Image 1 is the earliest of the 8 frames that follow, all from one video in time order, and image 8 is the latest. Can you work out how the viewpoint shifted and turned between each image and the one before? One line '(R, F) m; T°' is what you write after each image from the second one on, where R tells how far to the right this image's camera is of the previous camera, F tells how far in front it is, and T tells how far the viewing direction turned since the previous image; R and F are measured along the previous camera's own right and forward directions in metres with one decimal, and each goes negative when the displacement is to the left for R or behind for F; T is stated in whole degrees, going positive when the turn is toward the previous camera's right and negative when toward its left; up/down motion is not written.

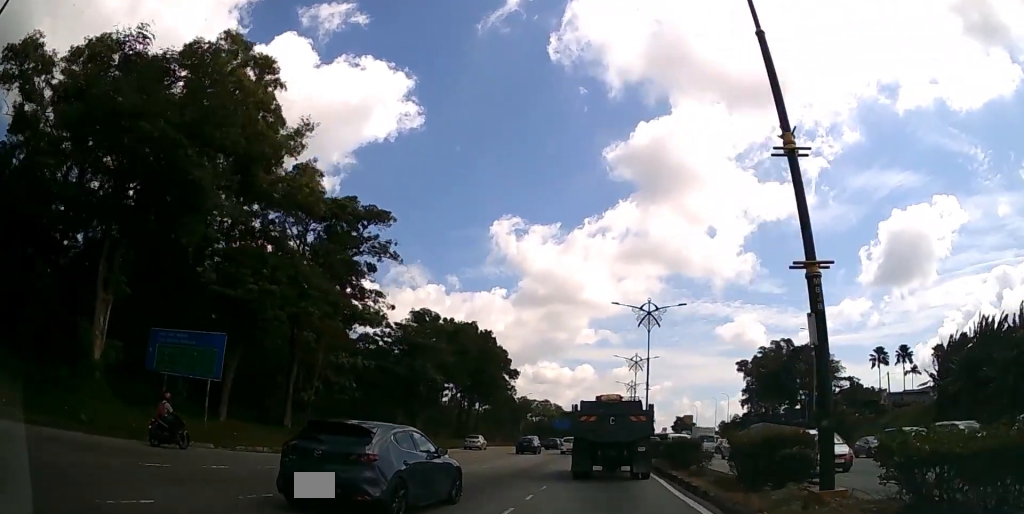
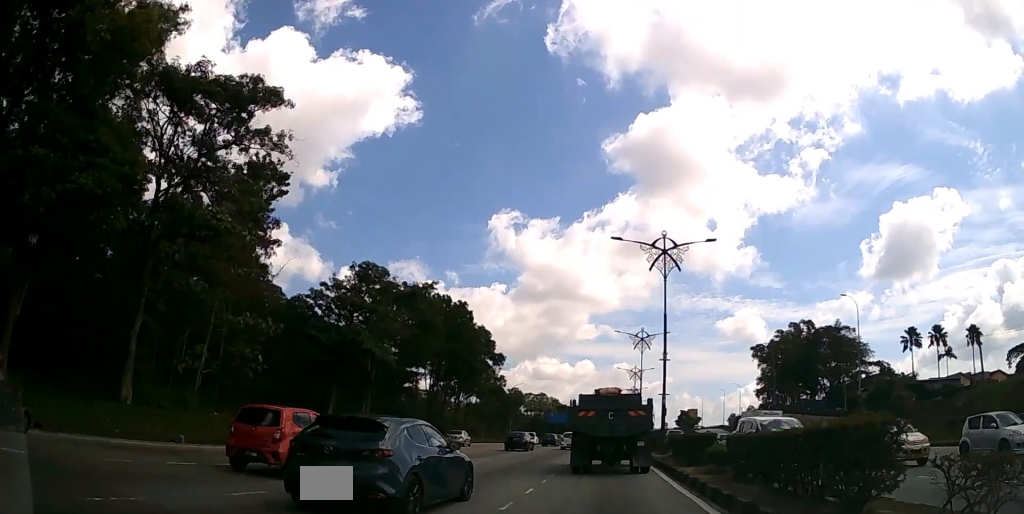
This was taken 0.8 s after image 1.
(+0.1, +13.9) m; 0°
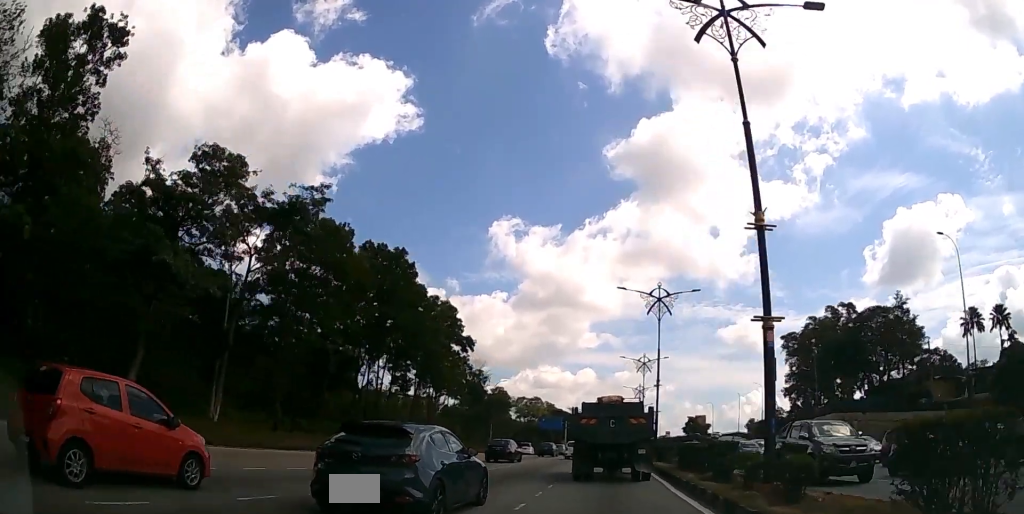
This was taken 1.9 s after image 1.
(0.0, +20.4) m; 0°
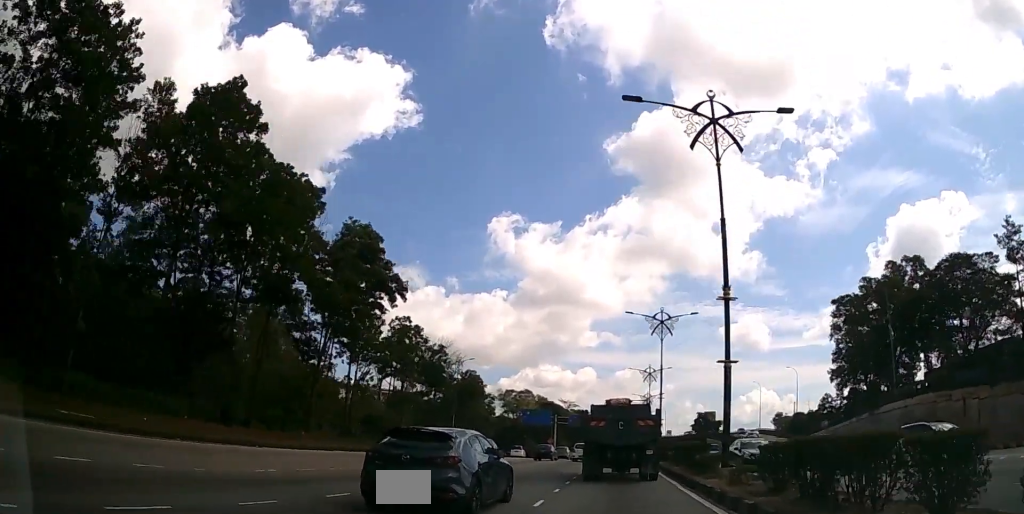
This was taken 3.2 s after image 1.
(0.0, +24.0) m; 0°
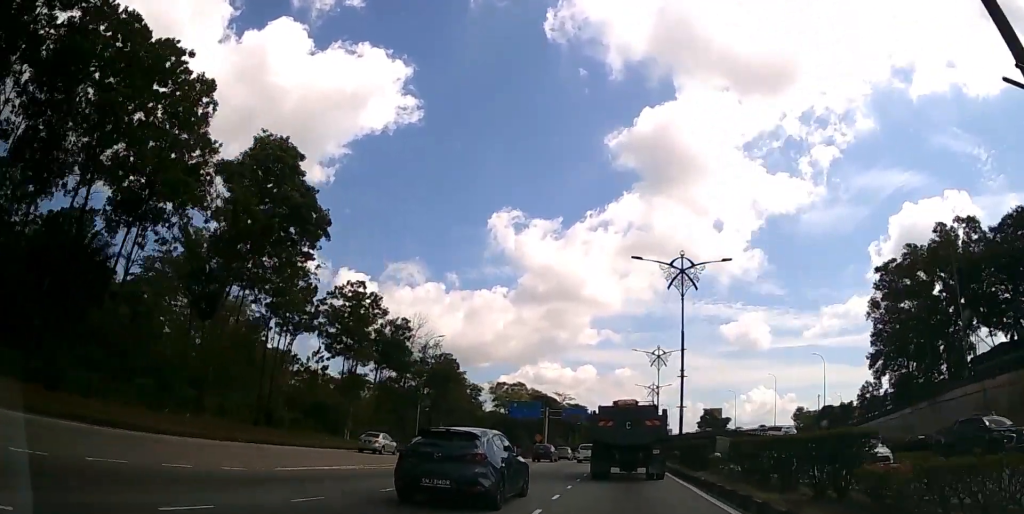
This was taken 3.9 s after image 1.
(0.0, +14.0) m; 0°
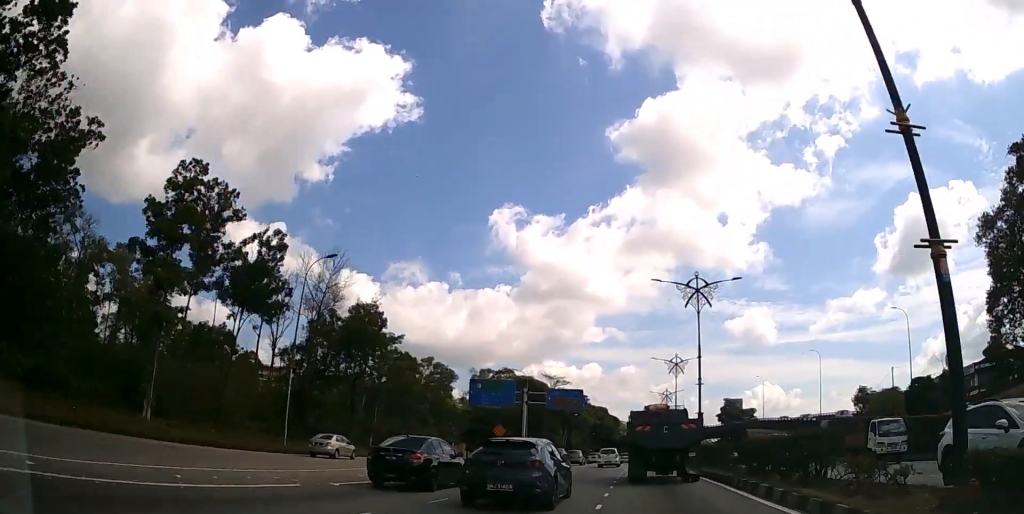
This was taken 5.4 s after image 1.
(0.0, +27.1) m; 0°
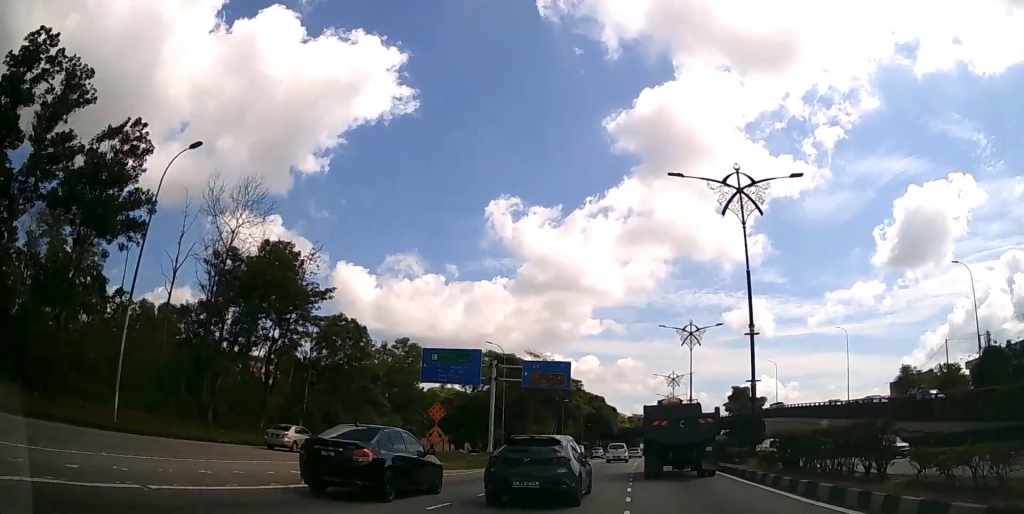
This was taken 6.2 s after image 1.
(0.0, +14.7) m; 0°
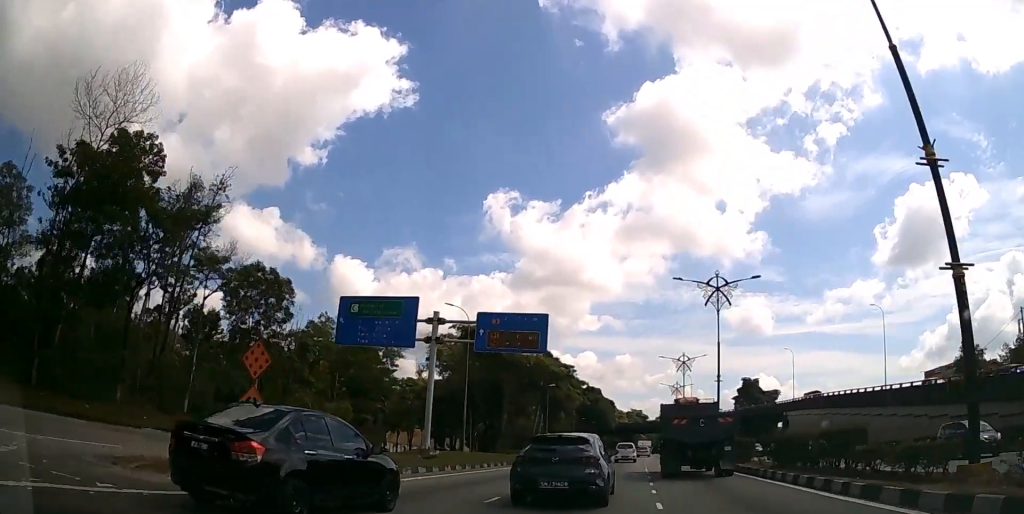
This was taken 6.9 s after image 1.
(-0.1, +14.5) m; 0°
